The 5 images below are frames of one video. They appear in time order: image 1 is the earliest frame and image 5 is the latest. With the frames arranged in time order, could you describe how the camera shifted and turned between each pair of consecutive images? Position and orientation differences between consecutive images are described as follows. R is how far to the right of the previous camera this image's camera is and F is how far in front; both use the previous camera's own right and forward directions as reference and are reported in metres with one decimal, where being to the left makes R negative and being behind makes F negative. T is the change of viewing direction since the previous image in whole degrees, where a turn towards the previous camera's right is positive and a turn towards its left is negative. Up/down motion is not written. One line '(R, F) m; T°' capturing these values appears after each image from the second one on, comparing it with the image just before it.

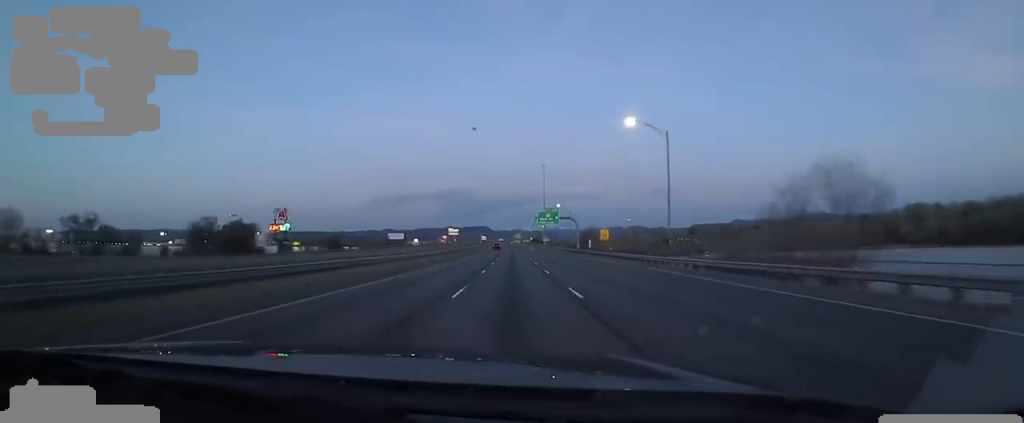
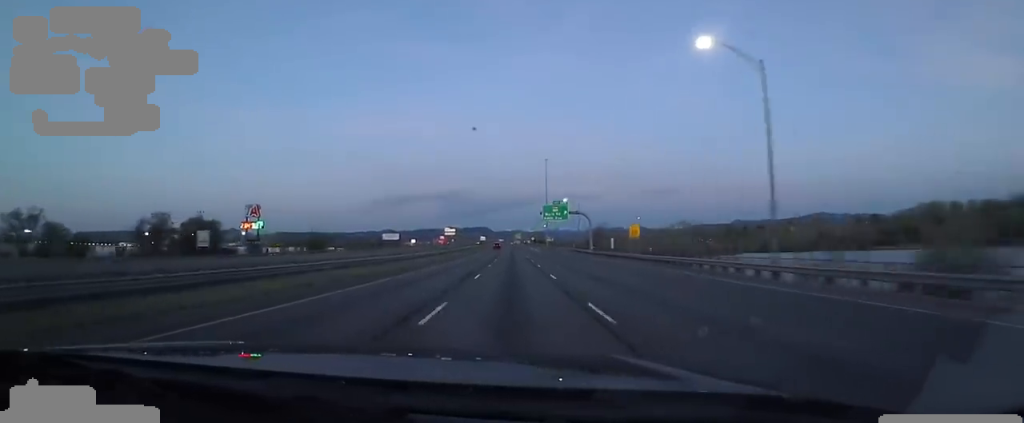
(-0.9, +17.3) m; 0°
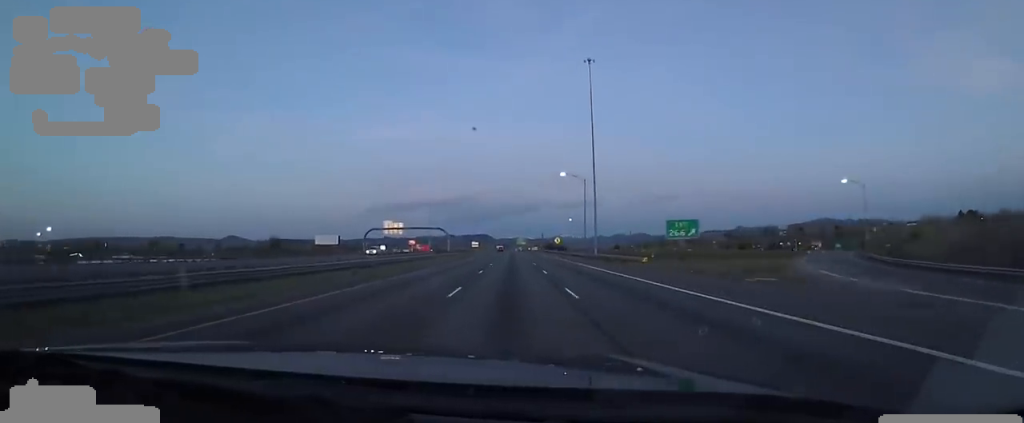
(+4.2, +132.0) m; +2°
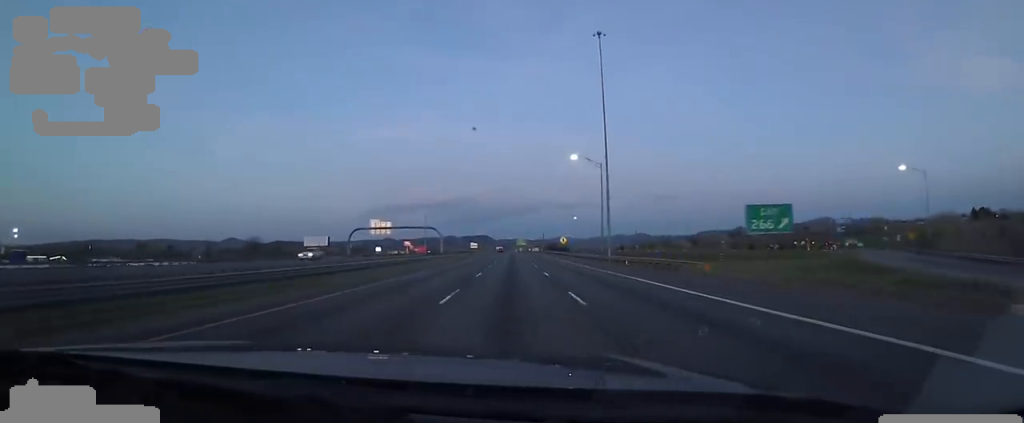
(+0.2, +12.9) m; -1°
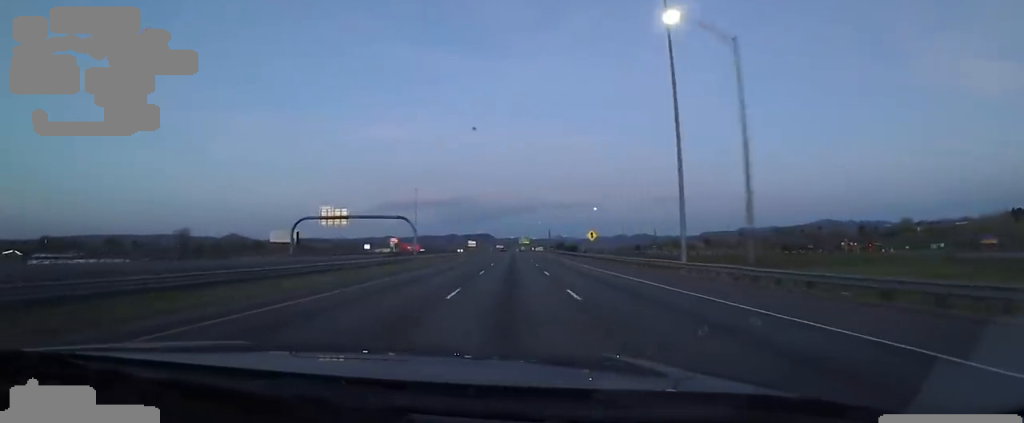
(-0.8, +33.9) m; 0°
